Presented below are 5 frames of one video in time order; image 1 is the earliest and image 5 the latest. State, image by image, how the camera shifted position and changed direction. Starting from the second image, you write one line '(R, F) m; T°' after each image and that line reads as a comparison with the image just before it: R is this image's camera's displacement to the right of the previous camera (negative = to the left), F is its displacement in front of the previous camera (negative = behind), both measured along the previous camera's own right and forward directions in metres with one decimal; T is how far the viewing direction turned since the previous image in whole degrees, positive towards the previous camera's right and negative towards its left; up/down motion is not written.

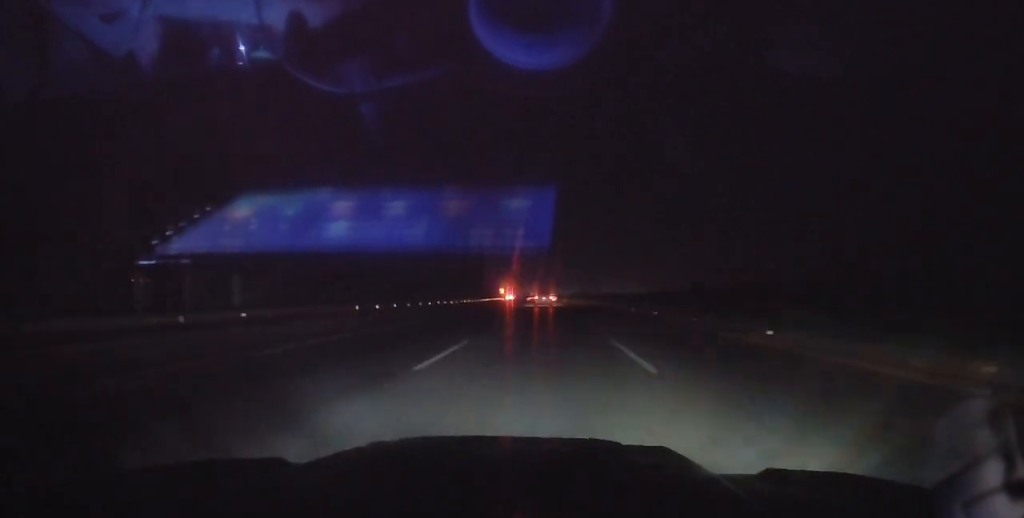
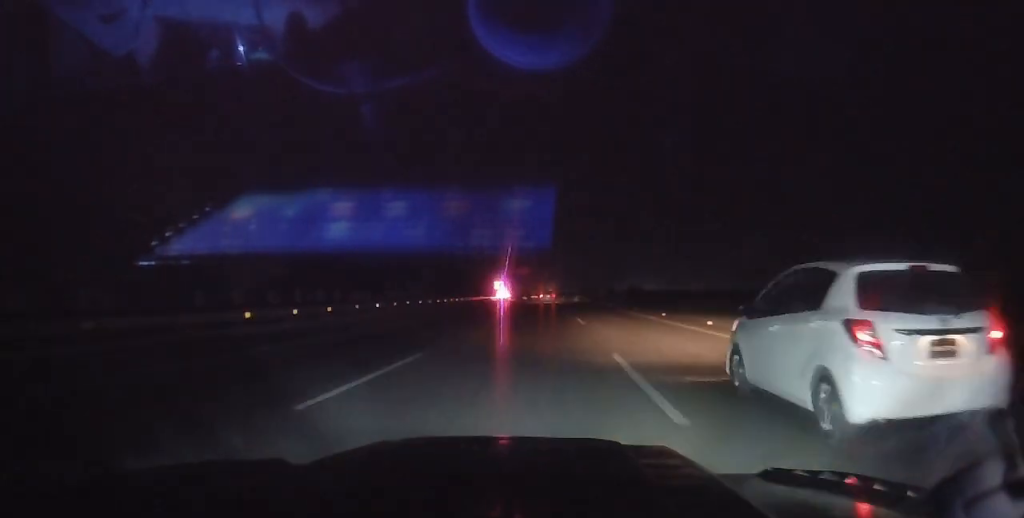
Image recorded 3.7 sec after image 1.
(-1.9, +77.2) m; -2°
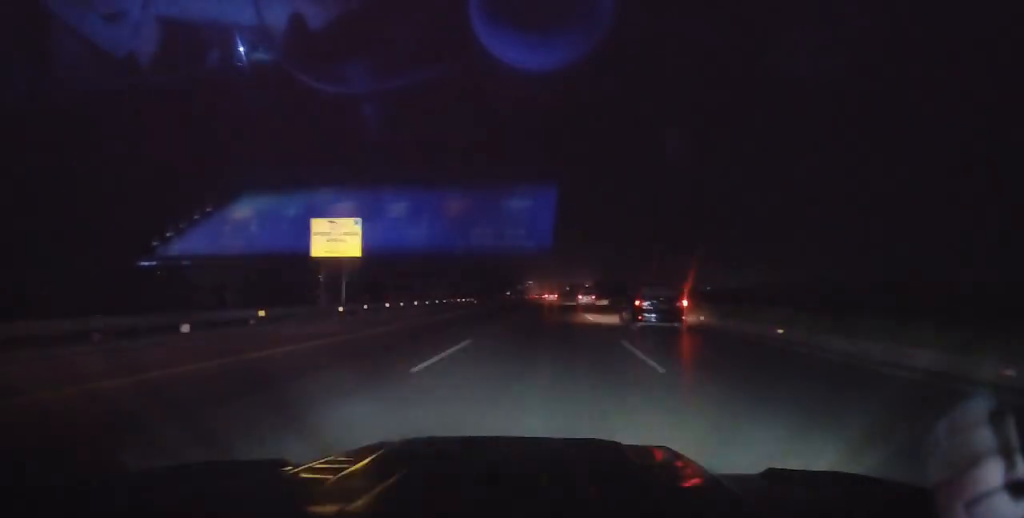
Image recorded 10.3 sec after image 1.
(-3.4, +141.0) m; -3°
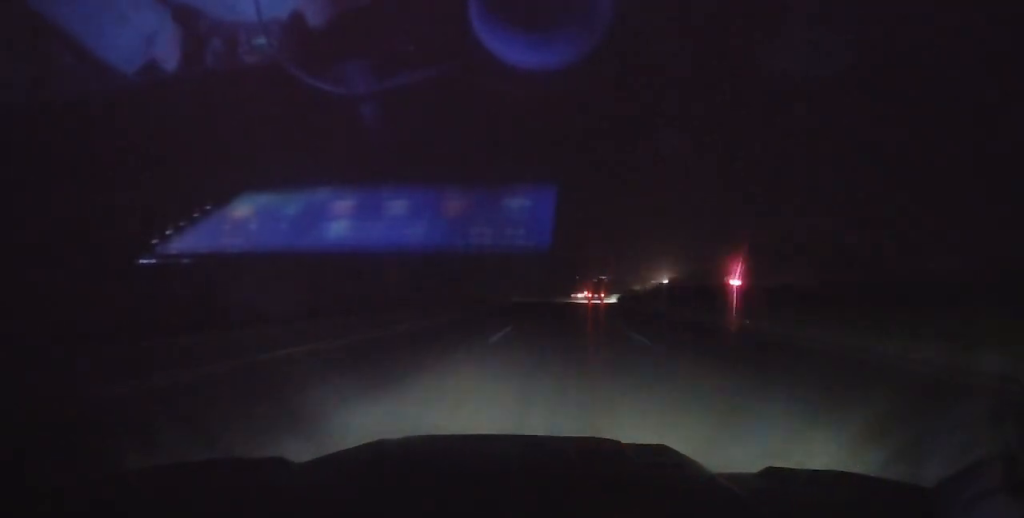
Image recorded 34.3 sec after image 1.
(-28.0, +505.0) m; -3°
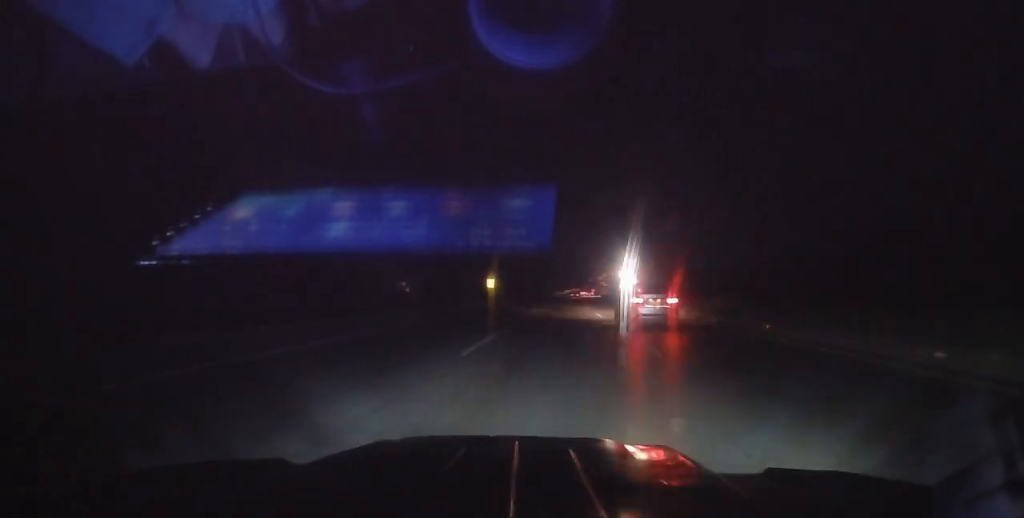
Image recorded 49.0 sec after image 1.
(+13.3, +305.1) m; +6°
